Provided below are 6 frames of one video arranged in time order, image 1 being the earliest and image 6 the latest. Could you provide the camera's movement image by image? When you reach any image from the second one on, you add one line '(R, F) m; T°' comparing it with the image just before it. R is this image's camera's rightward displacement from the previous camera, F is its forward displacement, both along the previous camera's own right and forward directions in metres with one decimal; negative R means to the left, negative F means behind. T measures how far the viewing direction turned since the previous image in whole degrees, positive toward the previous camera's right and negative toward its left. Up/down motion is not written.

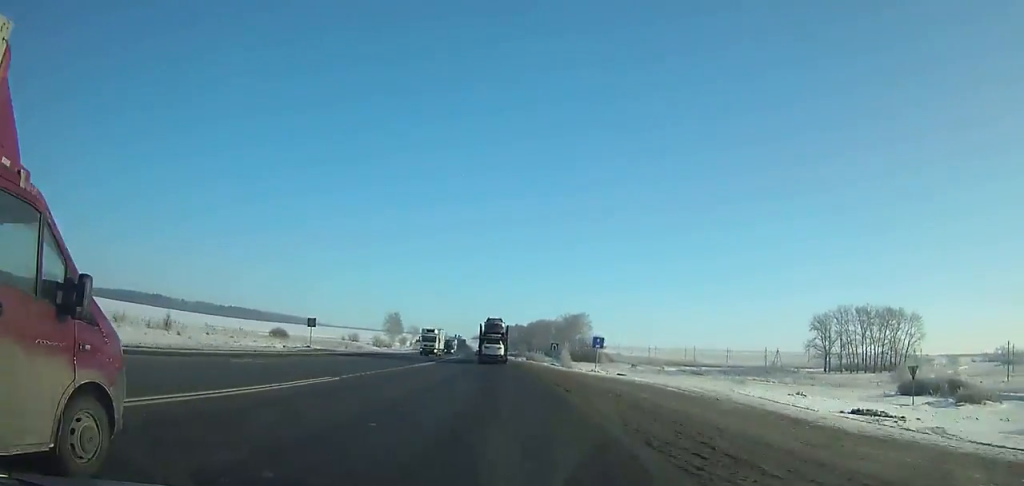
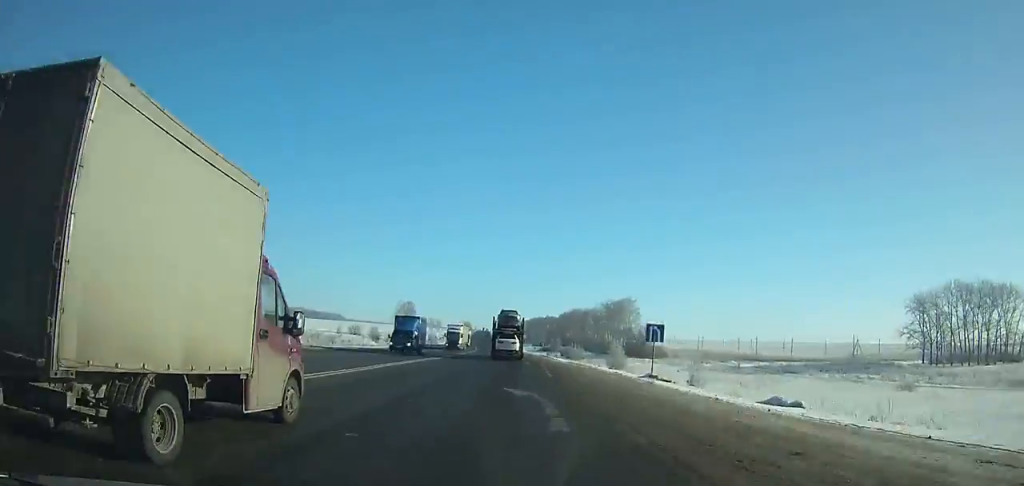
(-0.9, +41.4) m; -3°
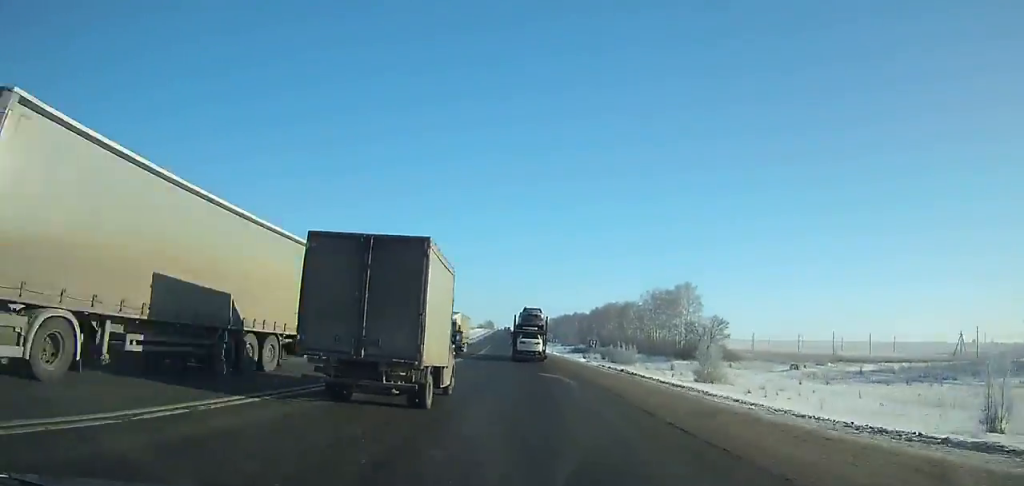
(-1.3, +46.2) m; -1°
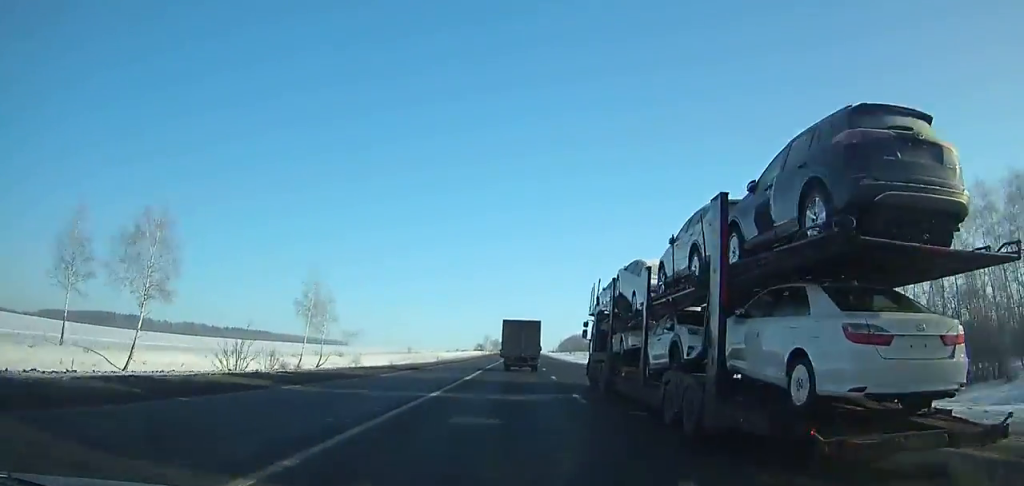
(-4.0, +281.9) m; 0°
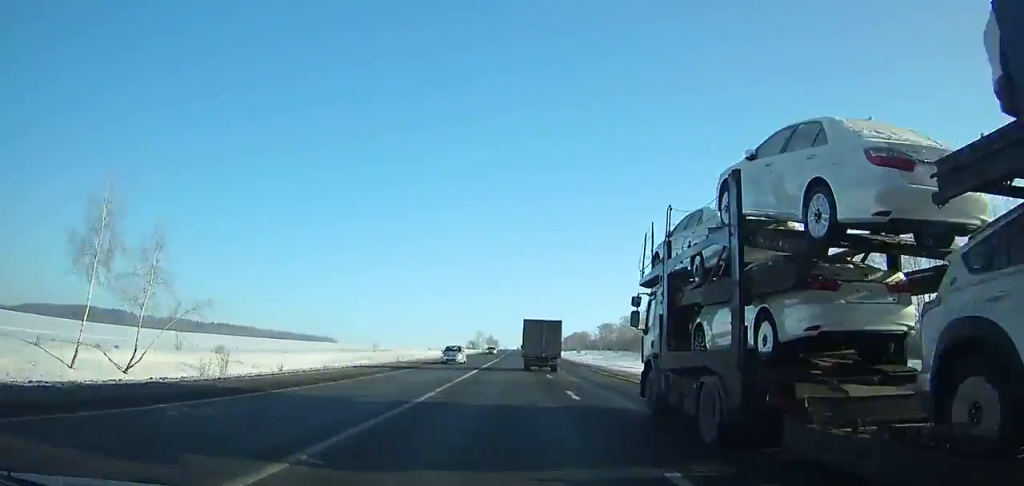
(+0.1, +47.5) m; 0°
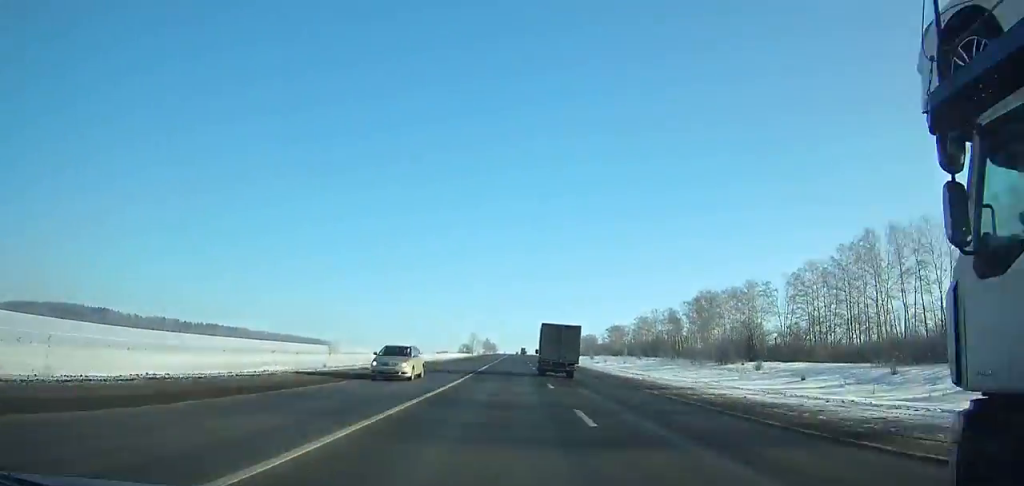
(0.0, +40.2) m; 0°
